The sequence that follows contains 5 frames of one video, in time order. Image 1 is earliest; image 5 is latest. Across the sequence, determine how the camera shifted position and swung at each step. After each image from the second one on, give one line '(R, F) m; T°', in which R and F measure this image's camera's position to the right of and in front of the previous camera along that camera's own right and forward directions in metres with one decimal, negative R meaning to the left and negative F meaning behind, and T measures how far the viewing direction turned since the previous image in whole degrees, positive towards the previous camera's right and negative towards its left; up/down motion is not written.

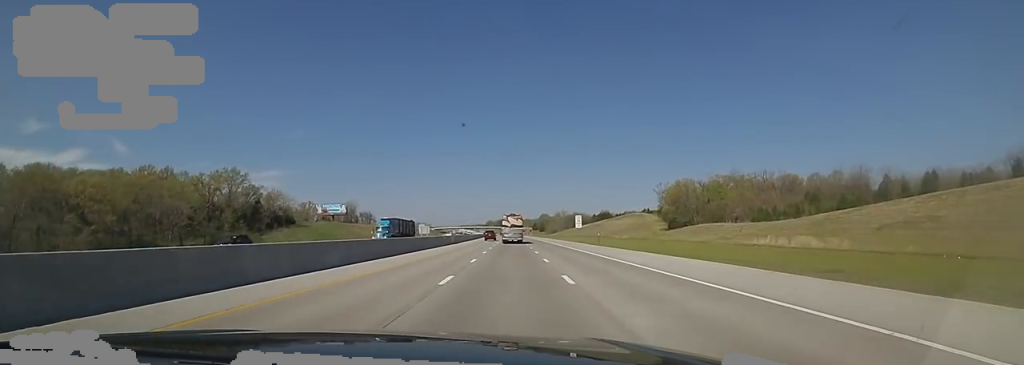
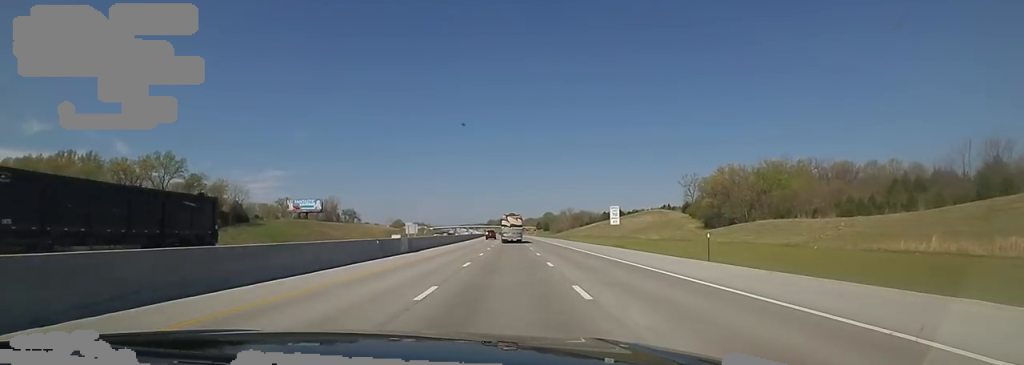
(+0.1, +31.9) m; 0°
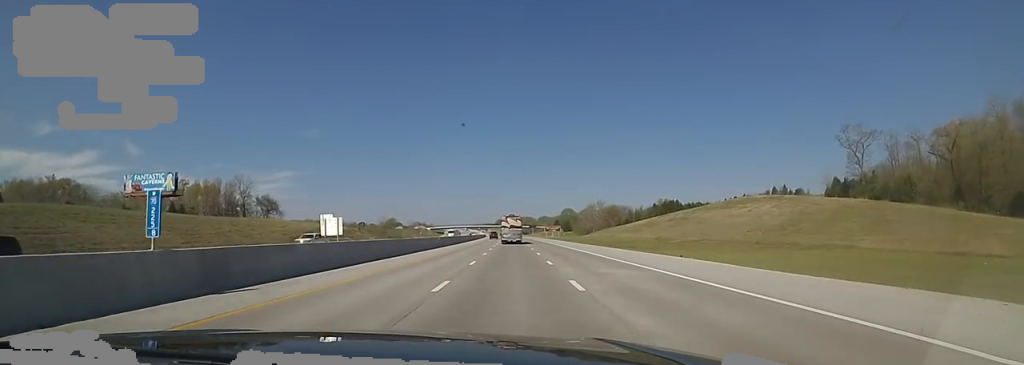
(+0.2, +94.8) m; 0°
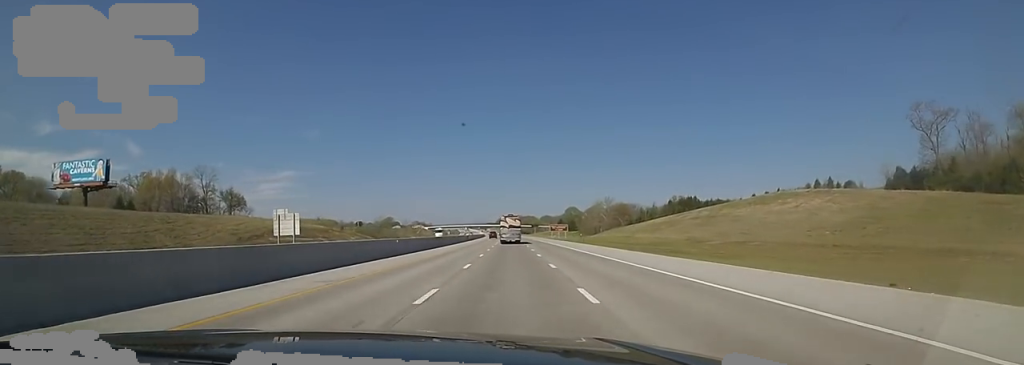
(0.0, +21.4) m; 0°
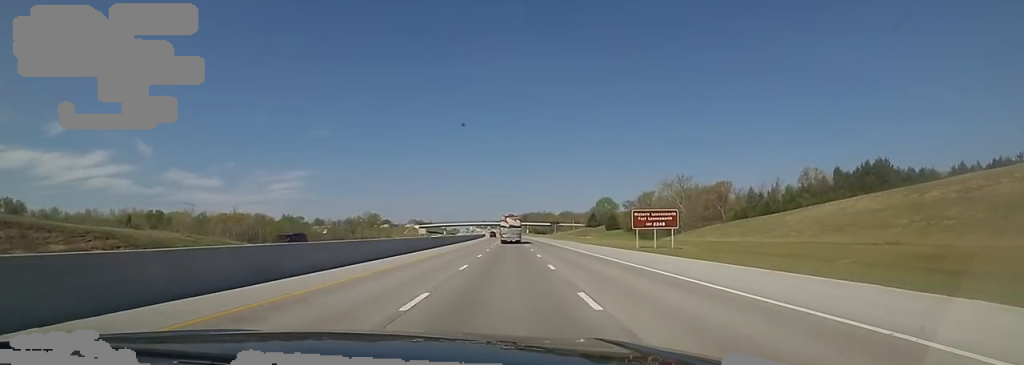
(-3.3, +106.9) m; -2°
